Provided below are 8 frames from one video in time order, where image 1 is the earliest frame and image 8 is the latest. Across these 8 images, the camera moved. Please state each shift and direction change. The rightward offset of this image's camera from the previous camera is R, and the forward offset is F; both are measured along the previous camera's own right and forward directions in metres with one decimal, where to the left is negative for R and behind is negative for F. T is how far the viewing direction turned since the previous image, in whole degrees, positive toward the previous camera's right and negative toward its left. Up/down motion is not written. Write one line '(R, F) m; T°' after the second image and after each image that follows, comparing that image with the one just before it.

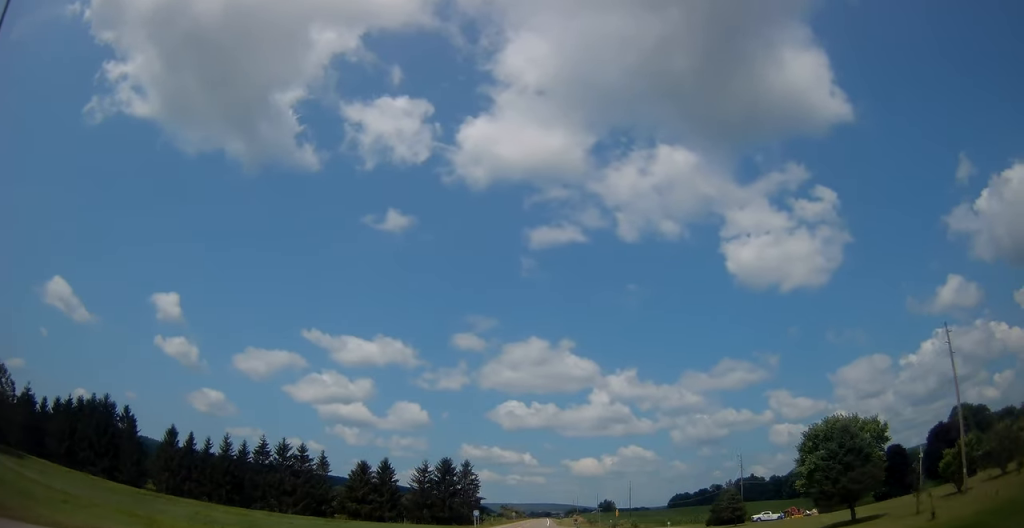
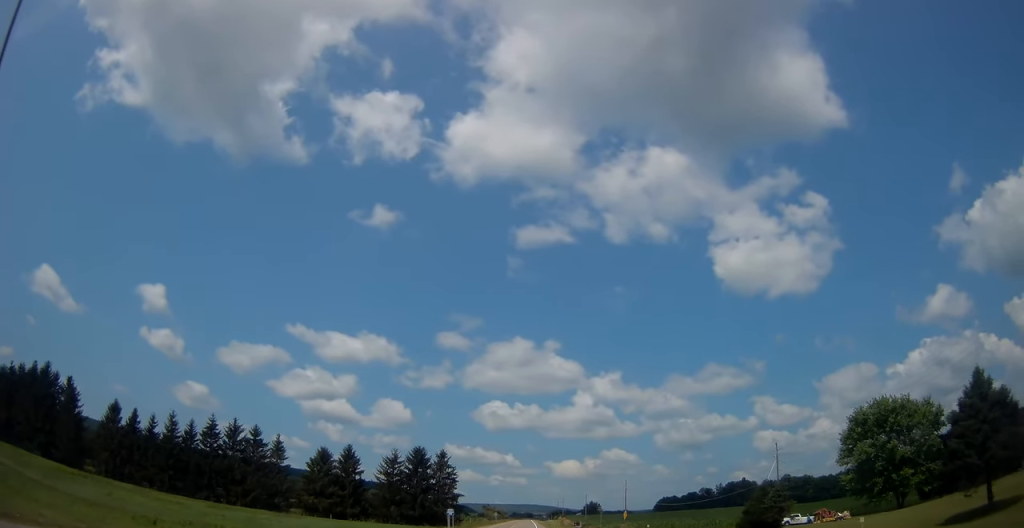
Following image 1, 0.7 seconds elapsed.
(+0.3, +17.1) m; +2°
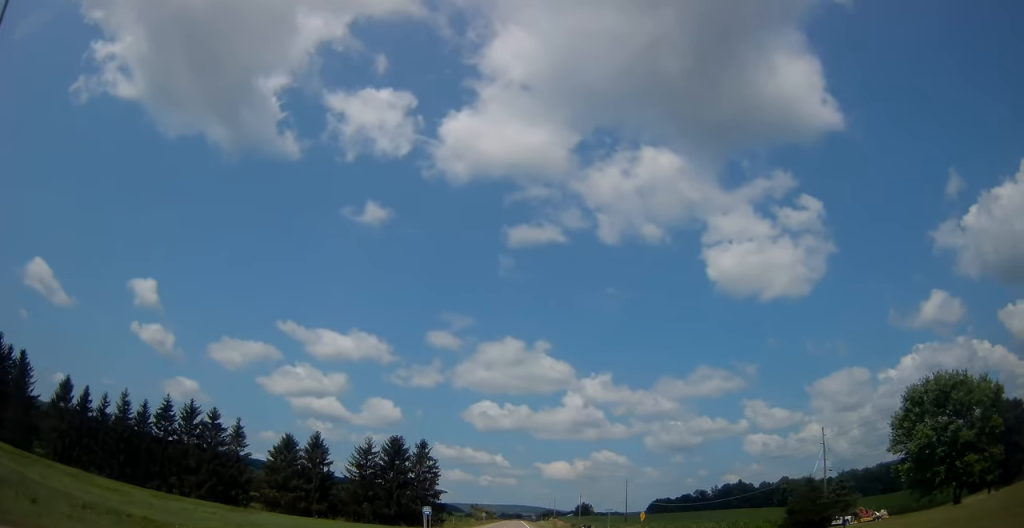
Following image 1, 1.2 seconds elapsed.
(-0.1, +13.6) m; +2°
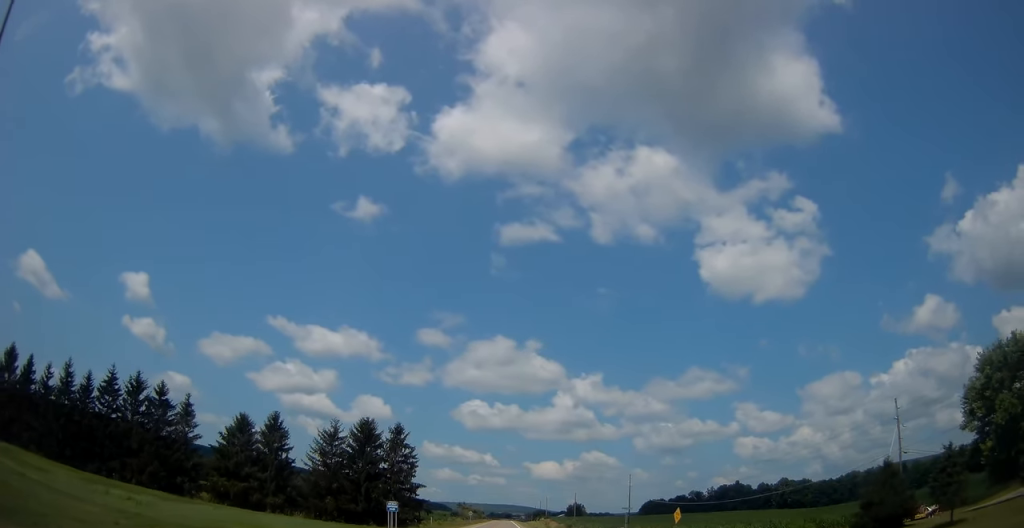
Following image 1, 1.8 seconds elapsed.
(+0.5, +14.3) m; +1°
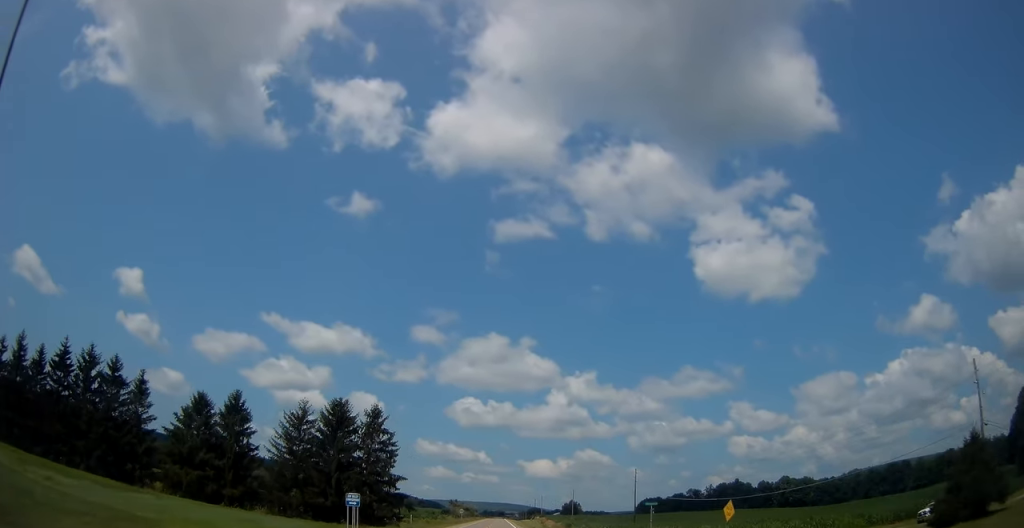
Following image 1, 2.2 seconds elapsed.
(+0.3, +11.0) m; +1°
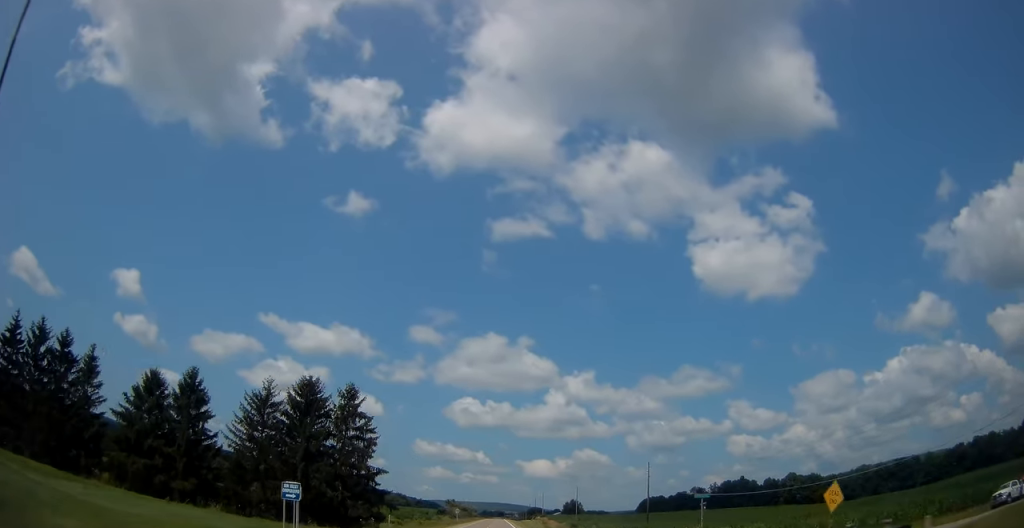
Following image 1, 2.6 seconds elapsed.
(-0.1, +10.9) m; 0°
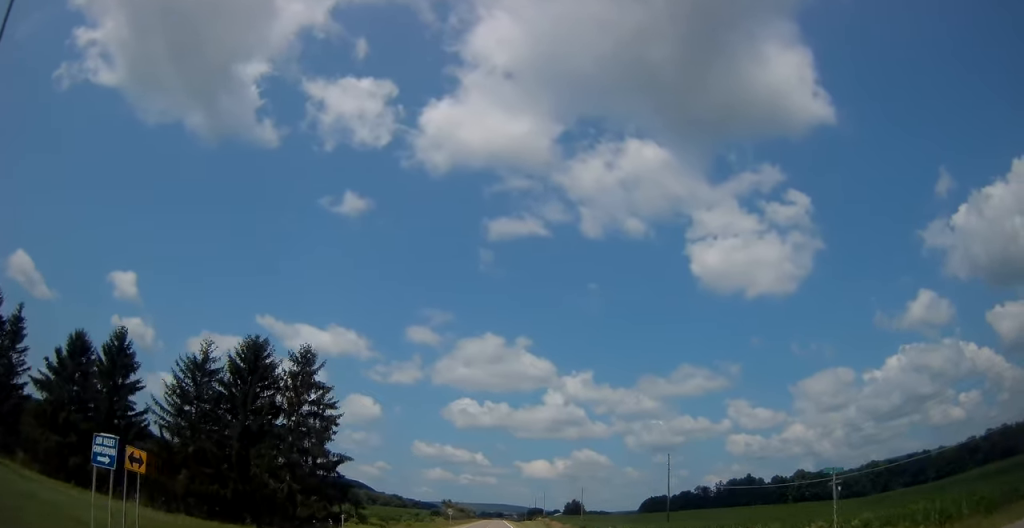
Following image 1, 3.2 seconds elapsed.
(-0.2, +13.5) m; 0°
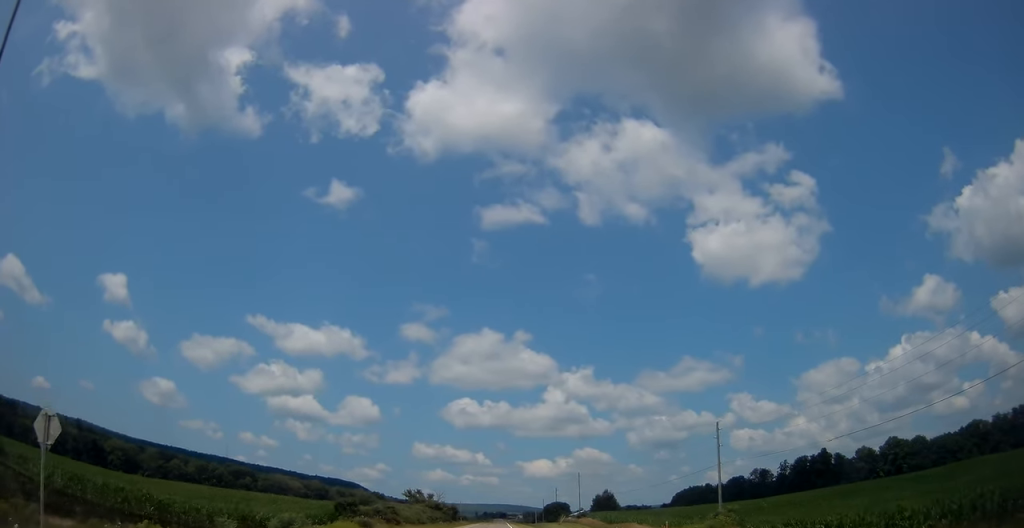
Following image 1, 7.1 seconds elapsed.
(+2.2, +98.7) m; 0°
